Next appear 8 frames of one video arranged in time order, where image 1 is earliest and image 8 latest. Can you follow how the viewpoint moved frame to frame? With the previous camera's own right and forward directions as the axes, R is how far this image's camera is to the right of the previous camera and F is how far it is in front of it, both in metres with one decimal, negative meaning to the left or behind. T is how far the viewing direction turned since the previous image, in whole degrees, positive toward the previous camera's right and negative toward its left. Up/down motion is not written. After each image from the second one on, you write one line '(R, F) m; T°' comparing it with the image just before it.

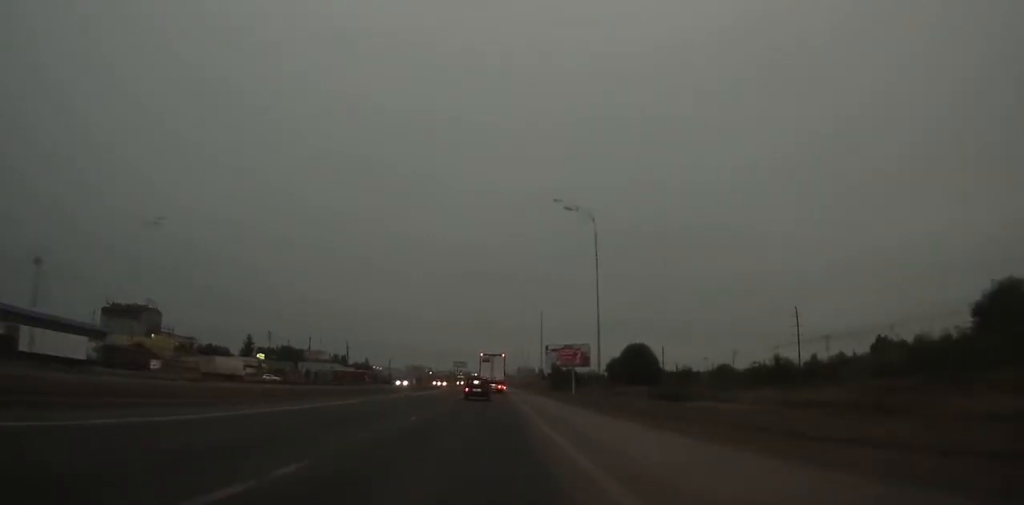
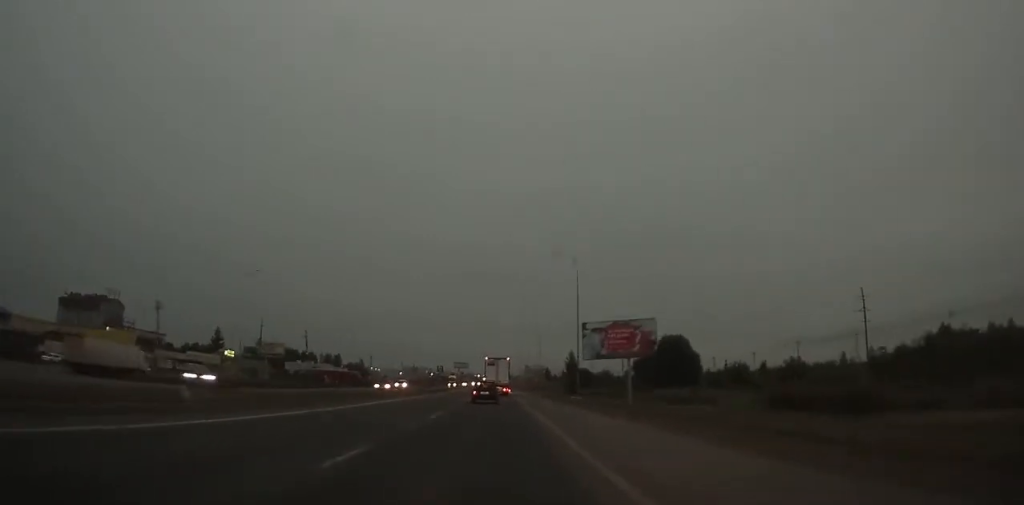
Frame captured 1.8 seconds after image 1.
(0.0, +33.1) m; 0°
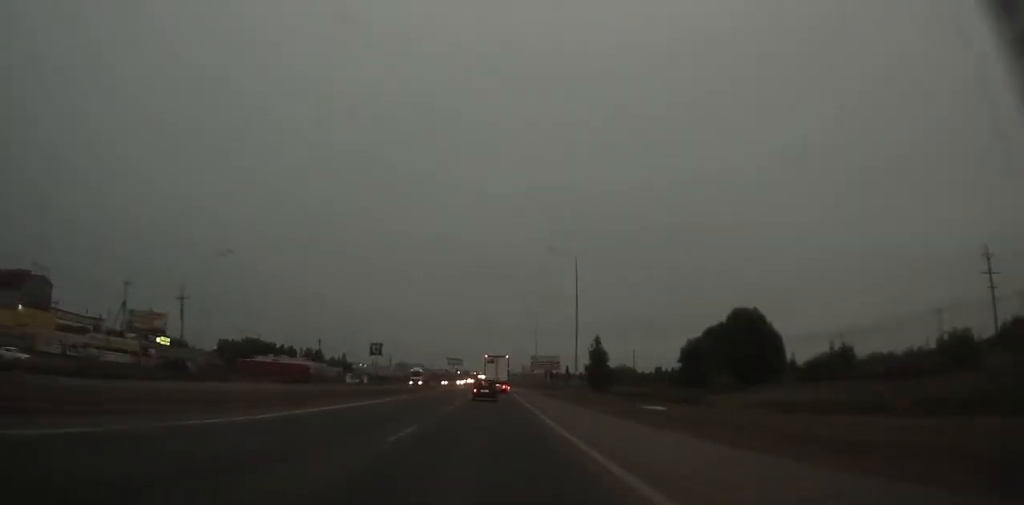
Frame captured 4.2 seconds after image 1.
(-0.2, +44.0) m; 0°
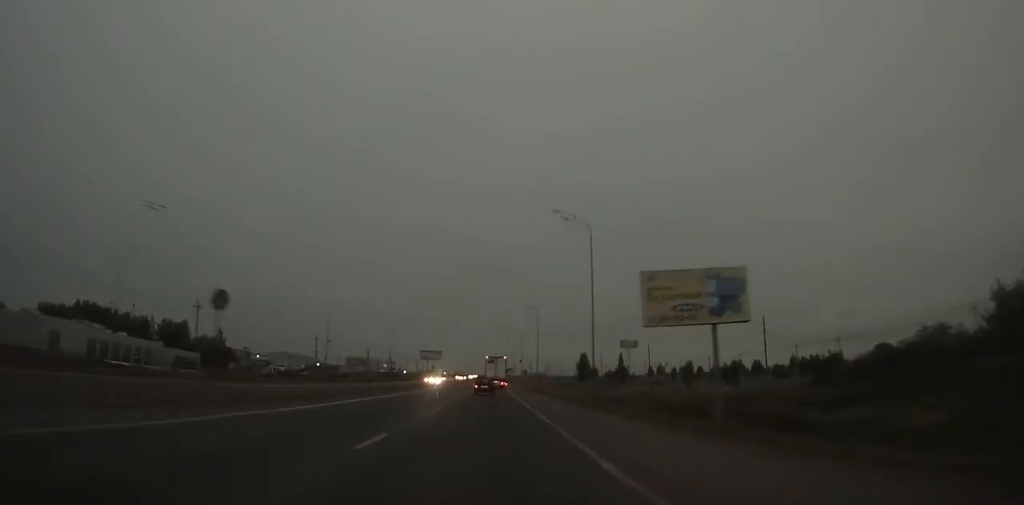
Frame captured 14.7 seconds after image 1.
(+1.9, +193.8) m; +1°
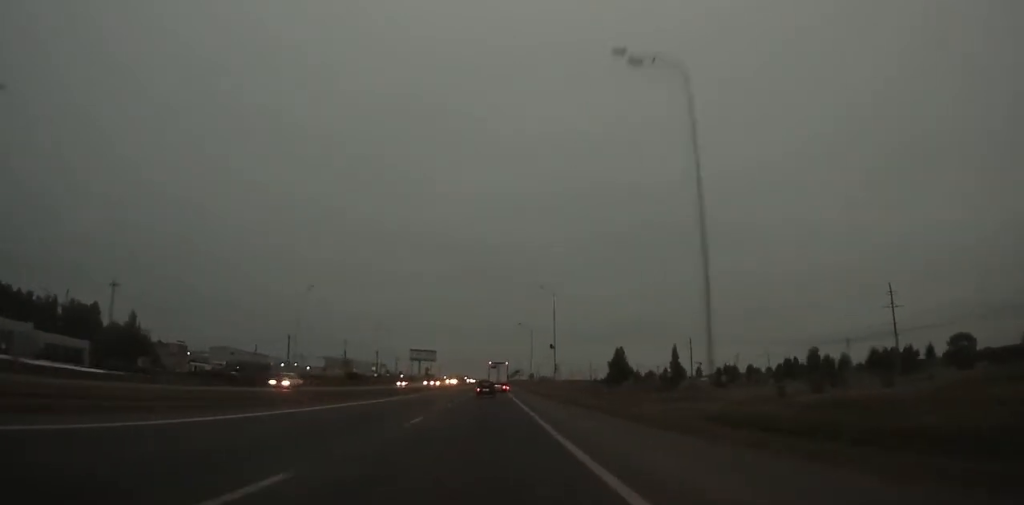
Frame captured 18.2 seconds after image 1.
(0.0, +65.7) m; 0°
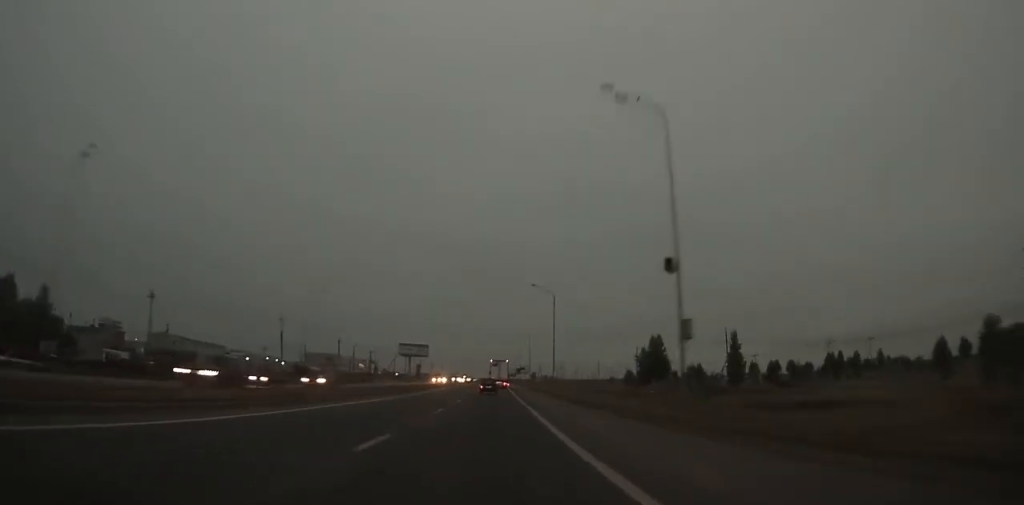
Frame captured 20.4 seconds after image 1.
(-0.1, +41.9) m; 0°
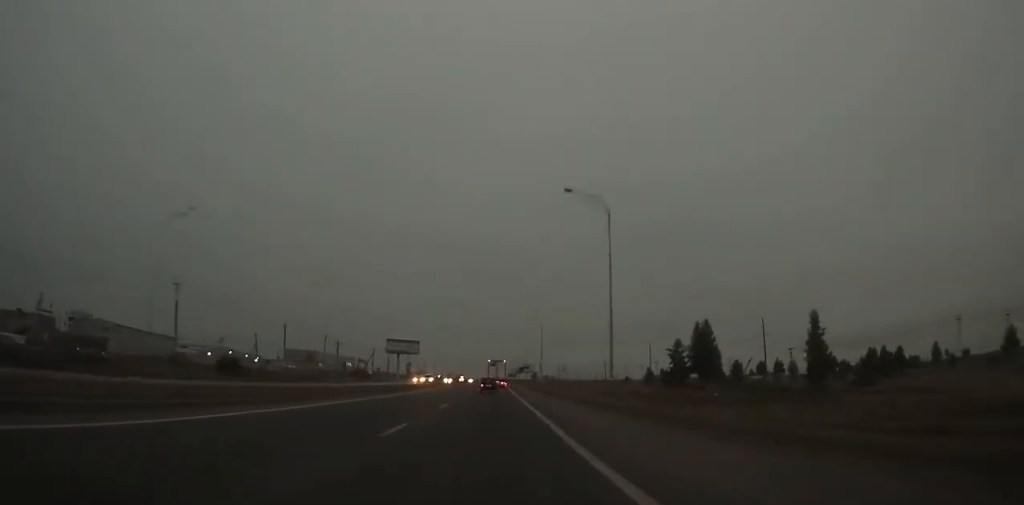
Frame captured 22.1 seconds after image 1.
(-0.2, +32.7) m; 0°
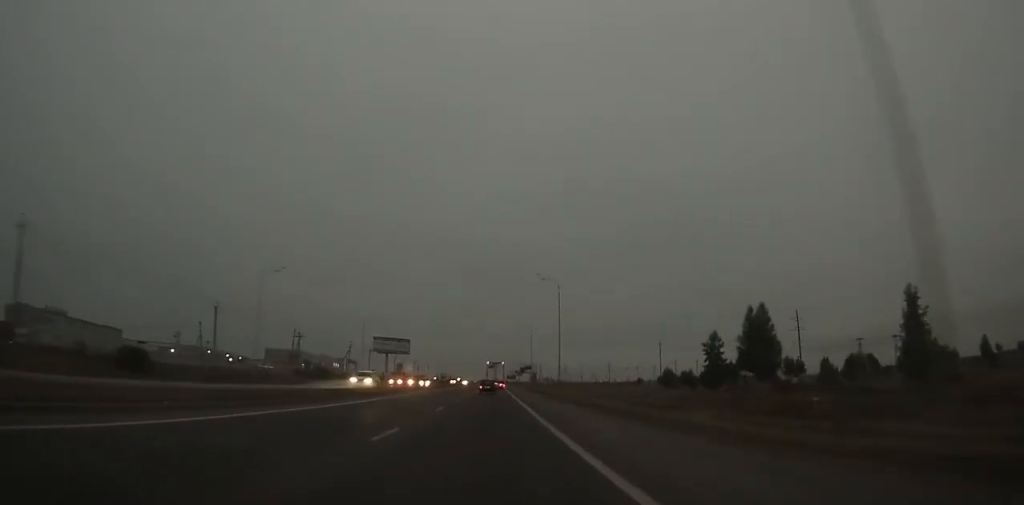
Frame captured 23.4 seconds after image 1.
(+0.1, +25.4) m; 0°
